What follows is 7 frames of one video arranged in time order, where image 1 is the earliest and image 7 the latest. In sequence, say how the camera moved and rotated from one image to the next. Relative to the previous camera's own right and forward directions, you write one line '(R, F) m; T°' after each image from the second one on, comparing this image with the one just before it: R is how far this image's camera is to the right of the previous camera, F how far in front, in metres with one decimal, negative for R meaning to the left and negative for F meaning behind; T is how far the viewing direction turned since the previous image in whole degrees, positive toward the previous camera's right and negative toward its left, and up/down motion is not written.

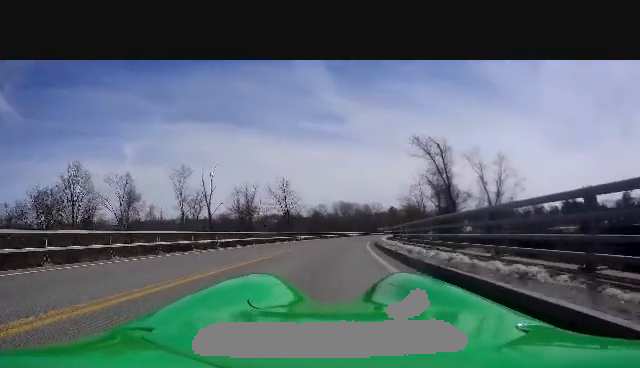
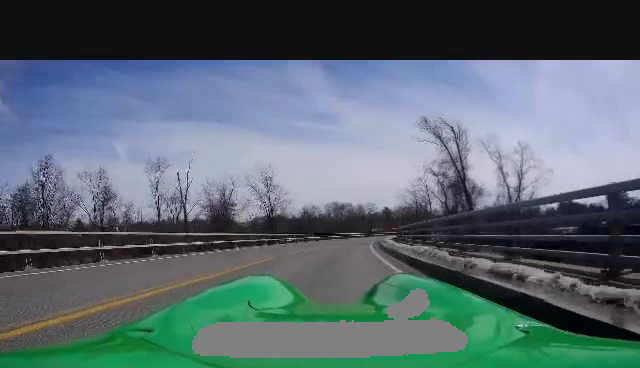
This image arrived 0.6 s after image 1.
(0.0, +6.8) m; +1°
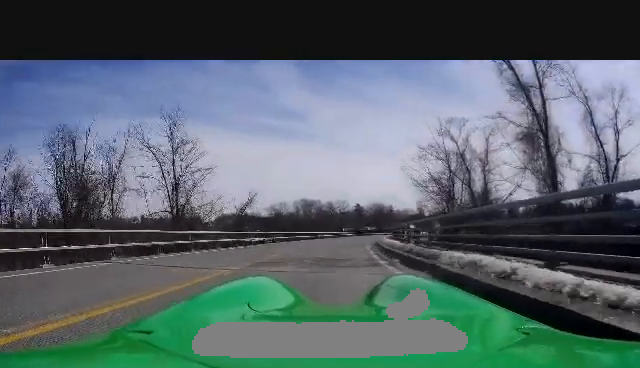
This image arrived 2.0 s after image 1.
(+1.0, +17.2) m; +7°
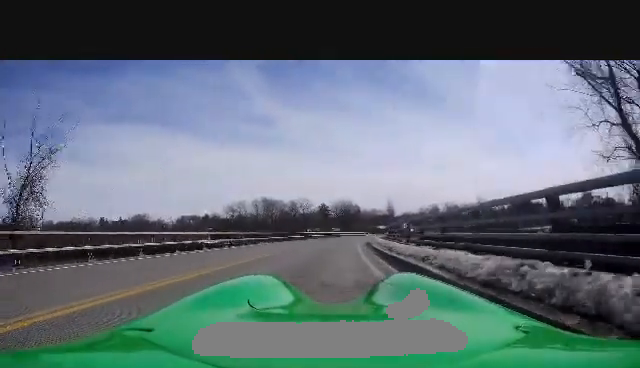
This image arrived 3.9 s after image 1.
(+0.9, +20.6) m; +4°
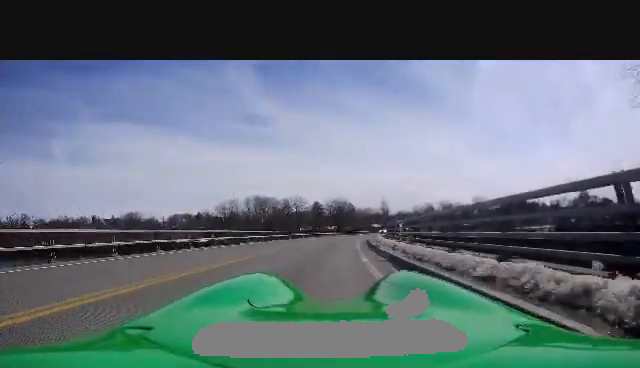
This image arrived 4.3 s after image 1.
(0.0, +4.4) m; 0°
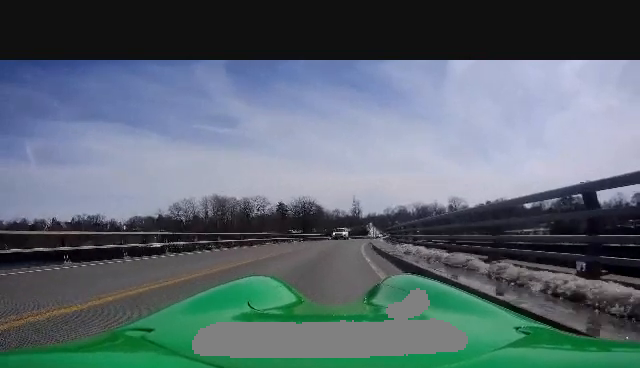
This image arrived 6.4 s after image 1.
(+1.7, +27.4) m; +8°
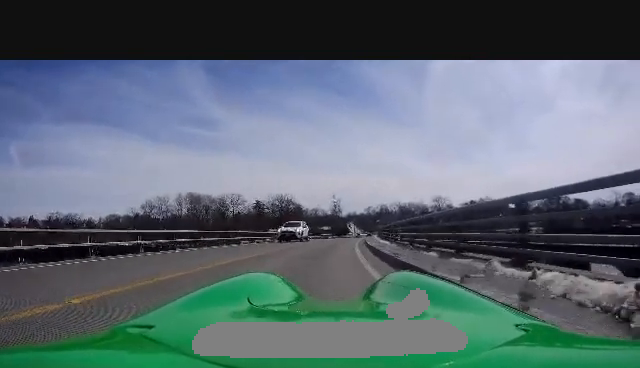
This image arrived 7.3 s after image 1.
(+0.2, +11.6) m; +3°
